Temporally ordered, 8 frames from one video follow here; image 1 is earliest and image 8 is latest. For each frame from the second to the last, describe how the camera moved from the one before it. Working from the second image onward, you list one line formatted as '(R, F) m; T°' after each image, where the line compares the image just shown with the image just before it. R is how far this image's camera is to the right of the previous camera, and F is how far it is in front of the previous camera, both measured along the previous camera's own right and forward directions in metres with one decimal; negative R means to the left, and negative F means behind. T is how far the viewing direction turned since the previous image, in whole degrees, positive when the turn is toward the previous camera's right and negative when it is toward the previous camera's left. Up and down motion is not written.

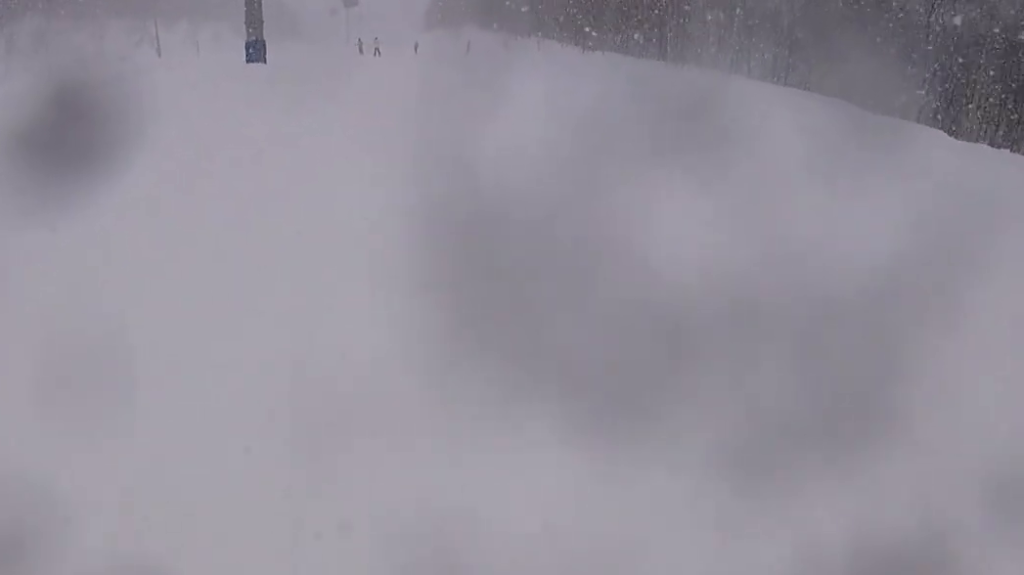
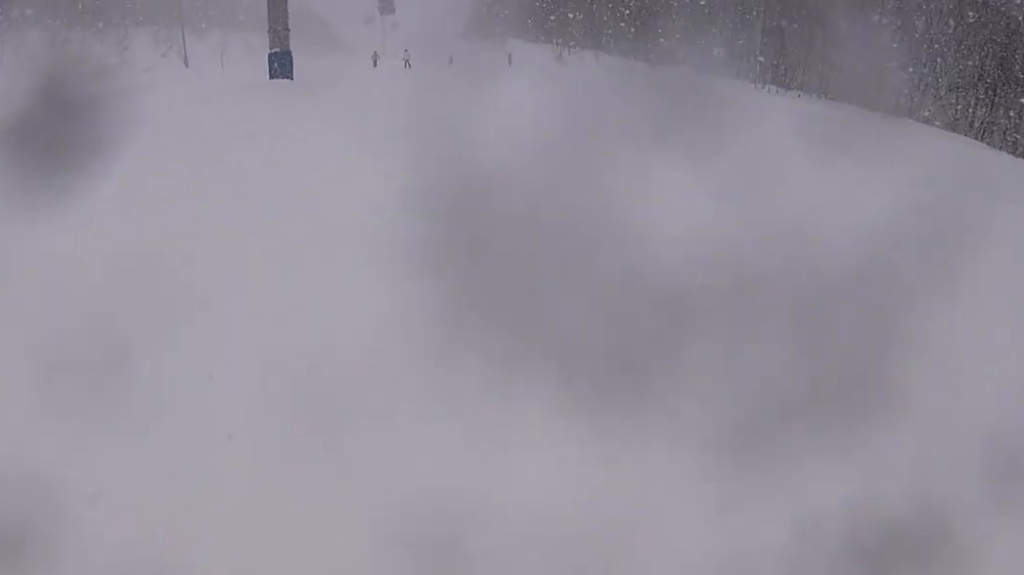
(+0.3, +6.0) m; +6°
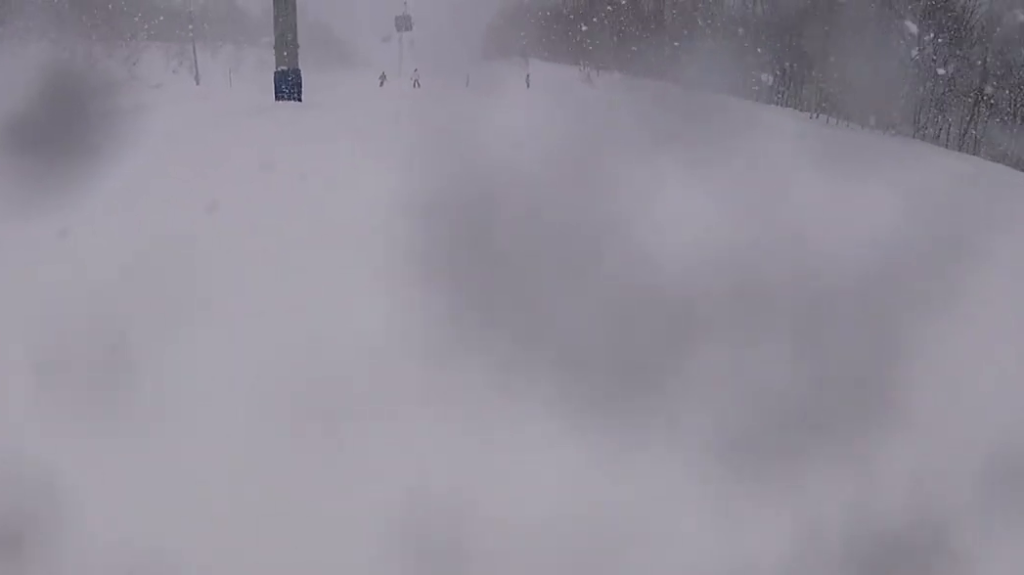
(+0.8, +3.8) m; 0°
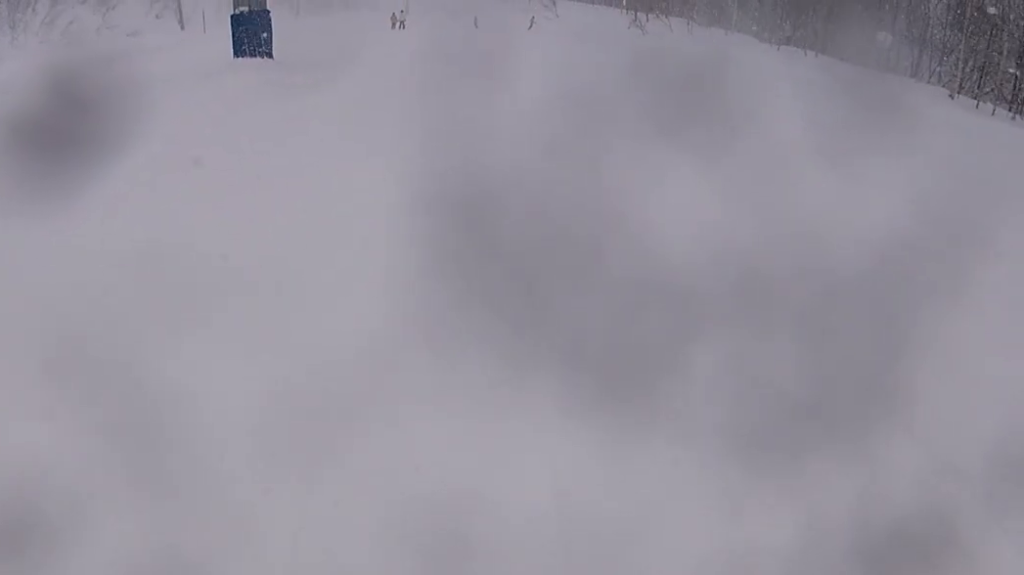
(-1.4, +9.0) m; -10°
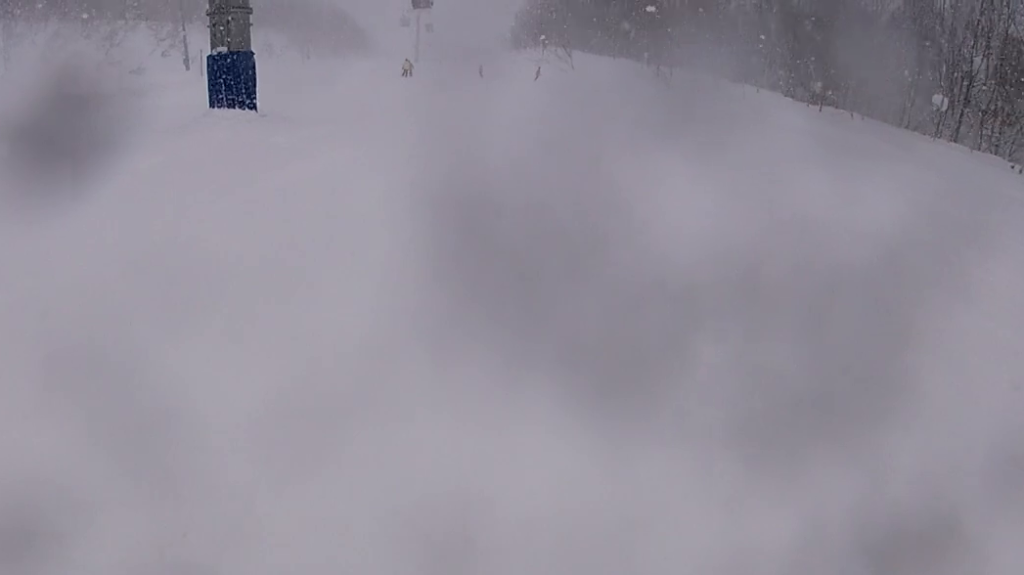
(-0.1, +3.7) m; +6°
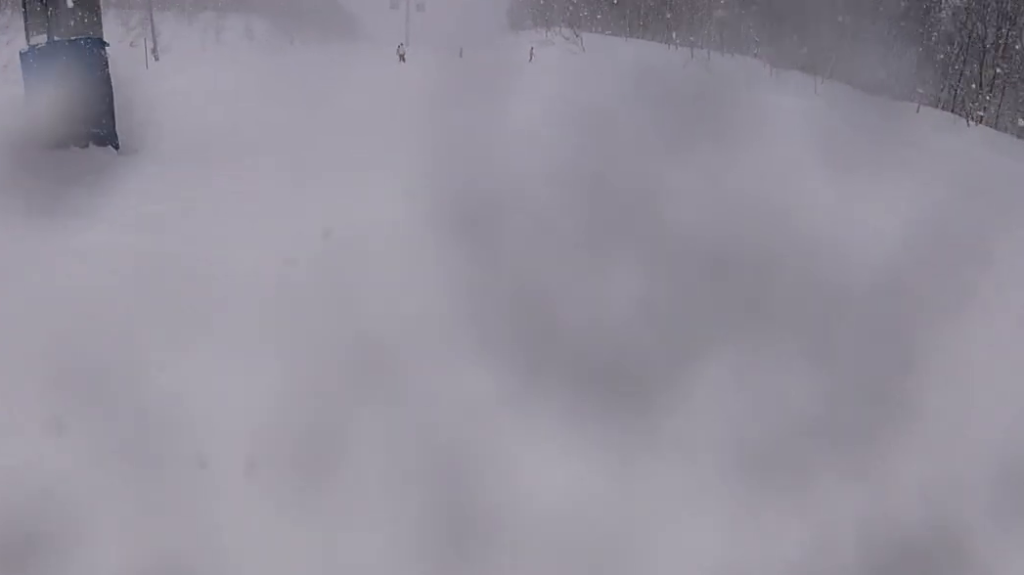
(+1.0, +7.3) m; +6°
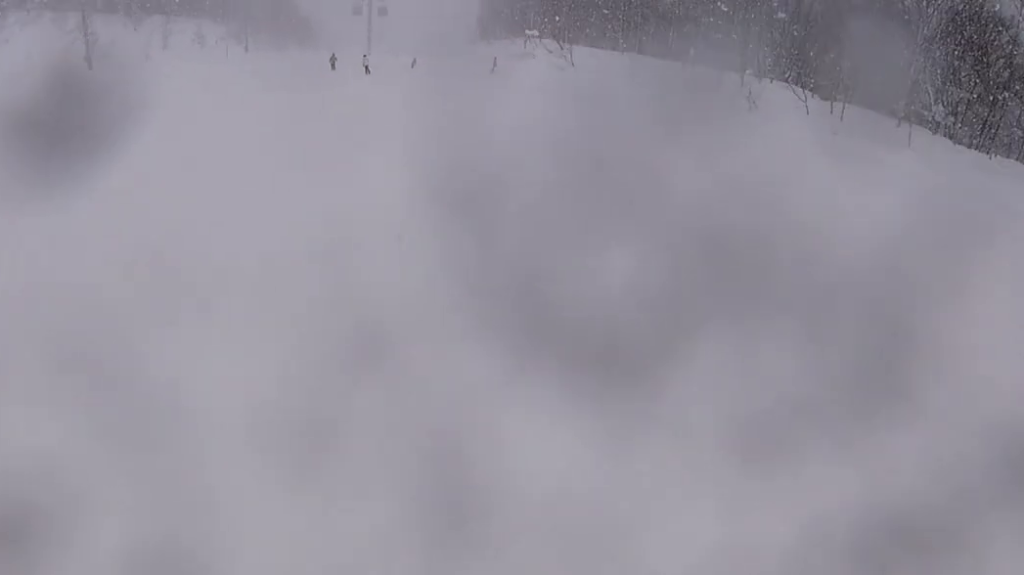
(-0.5, +8.7) m; -2°
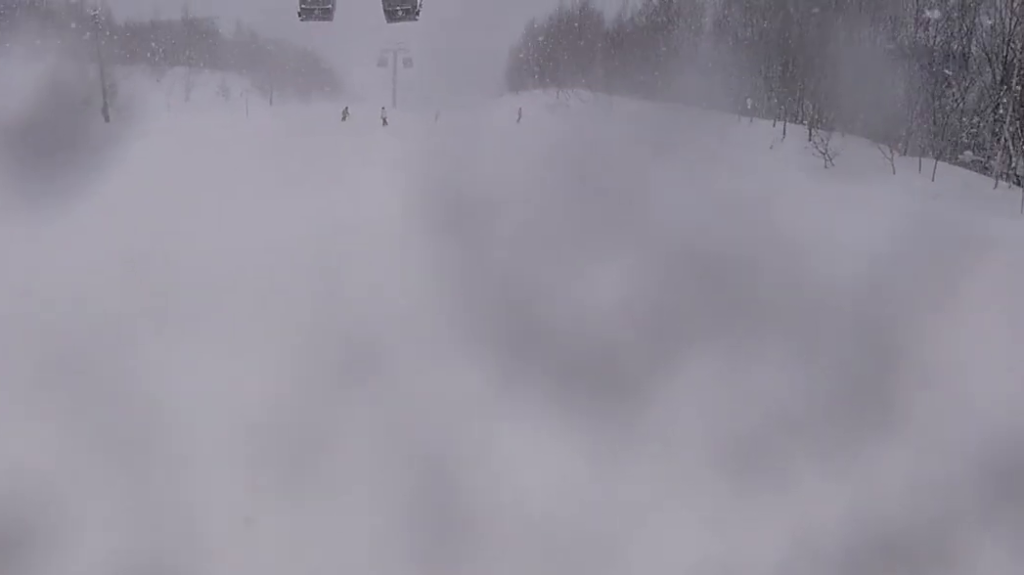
(+0.2, +4.0) m; -2°
